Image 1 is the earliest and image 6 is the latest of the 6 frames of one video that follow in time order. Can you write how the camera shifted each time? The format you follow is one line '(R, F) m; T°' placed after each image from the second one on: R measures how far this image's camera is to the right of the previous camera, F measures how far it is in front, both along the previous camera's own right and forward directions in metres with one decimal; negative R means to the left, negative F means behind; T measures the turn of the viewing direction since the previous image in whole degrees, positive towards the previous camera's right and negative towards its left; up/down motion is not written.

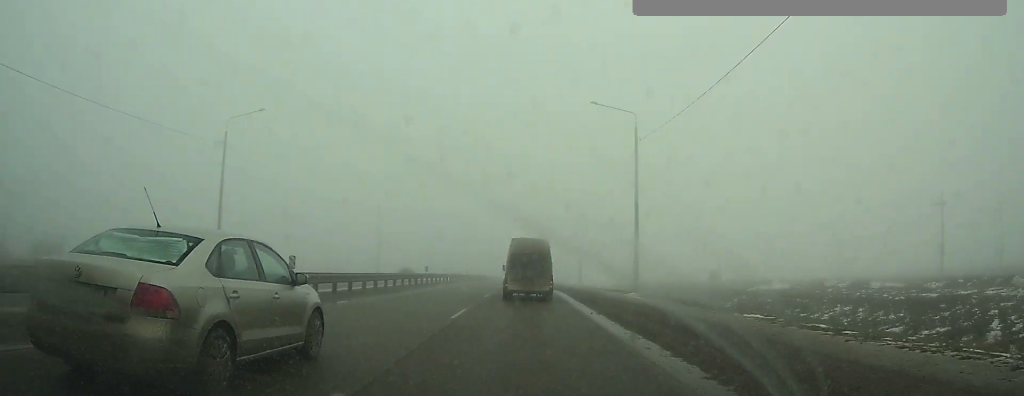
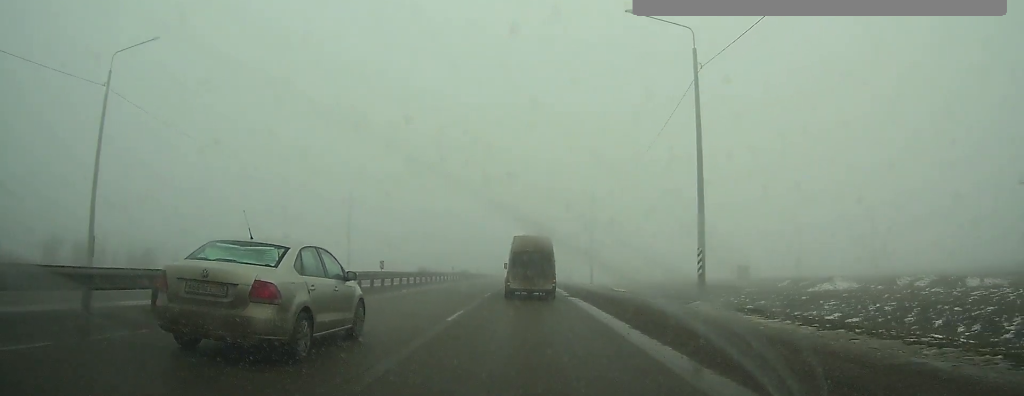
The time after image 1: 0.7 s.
(+0.1, +13.5) m; 0°
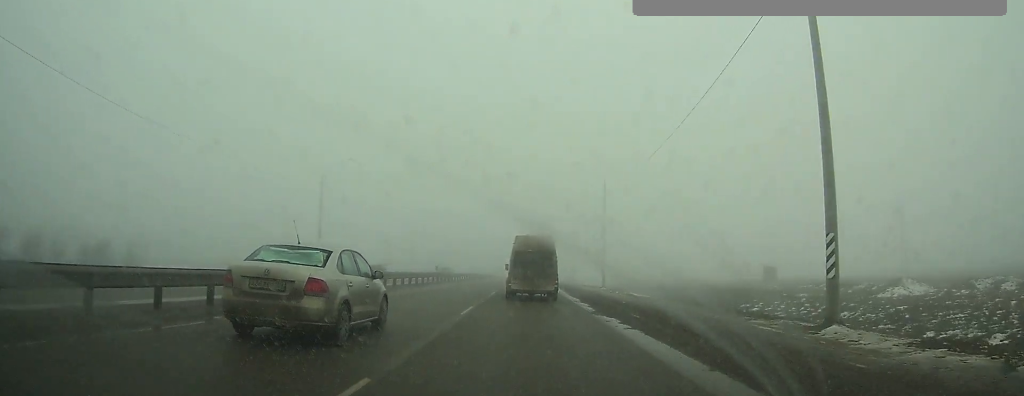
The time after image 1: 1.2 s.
(0.0, +9.6) m; 0°
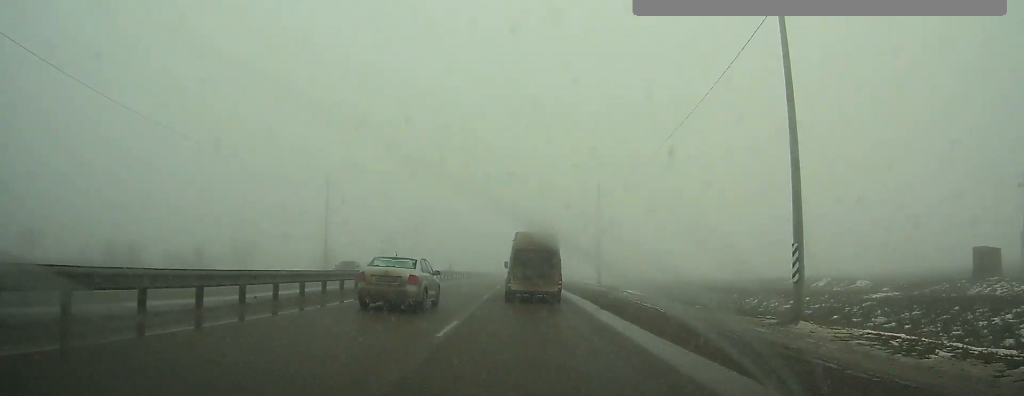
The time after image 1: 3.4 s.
(+0.1, +34.4) m; 0°
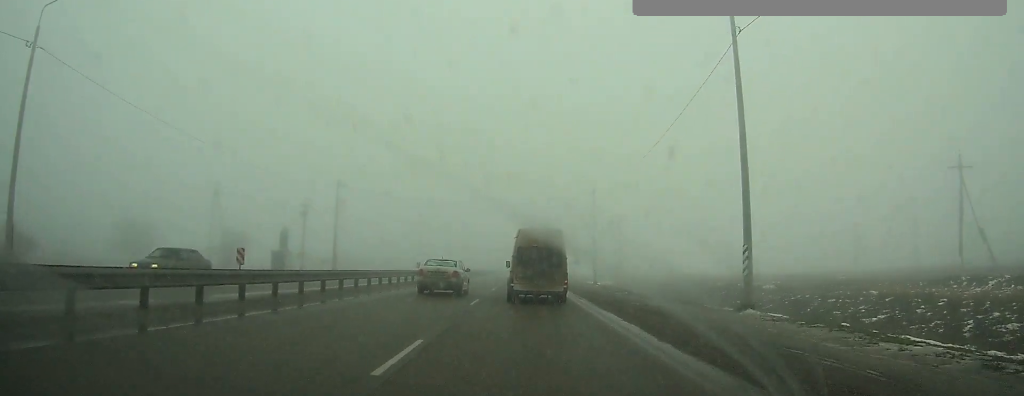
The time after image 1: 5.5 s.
(+0.2, +43.8) m; +1°
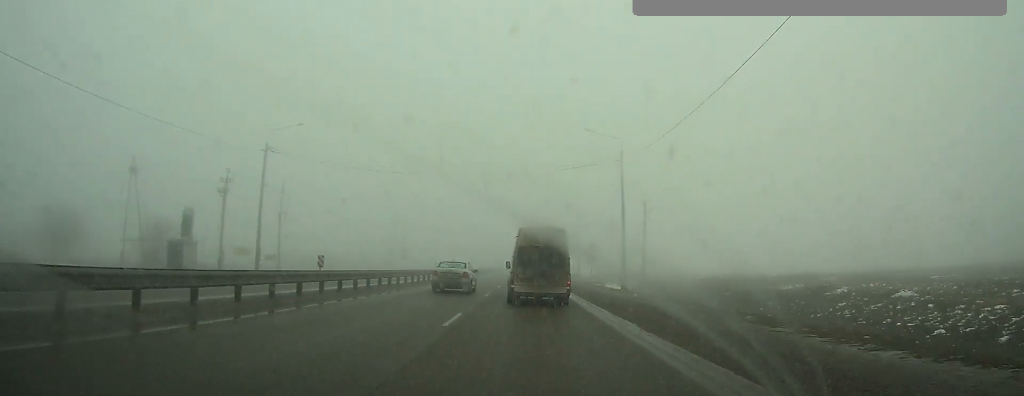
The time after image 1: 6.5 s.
(+0.1, +18.0) m; 0°
